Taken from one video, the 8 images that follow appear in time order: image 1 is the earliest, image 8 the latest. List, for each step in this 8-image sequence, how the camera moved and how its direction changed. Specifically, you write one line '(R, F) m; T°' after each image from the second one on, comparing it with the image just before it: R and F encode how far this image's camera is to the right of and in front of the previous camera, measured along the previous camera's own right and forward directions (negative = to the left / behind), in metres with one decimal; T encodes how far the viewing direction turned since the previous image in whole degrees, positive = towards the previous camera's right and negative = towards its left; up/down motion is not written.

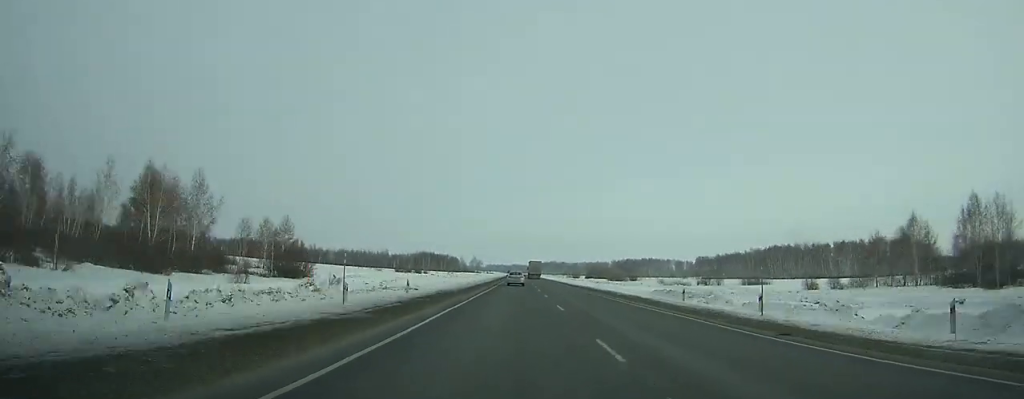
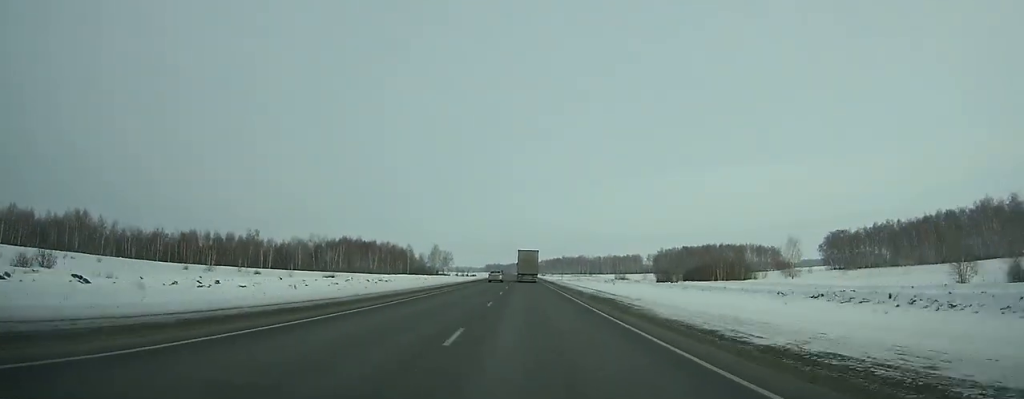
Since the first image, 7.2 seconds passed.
(+0.1, +225.2) m; -1°
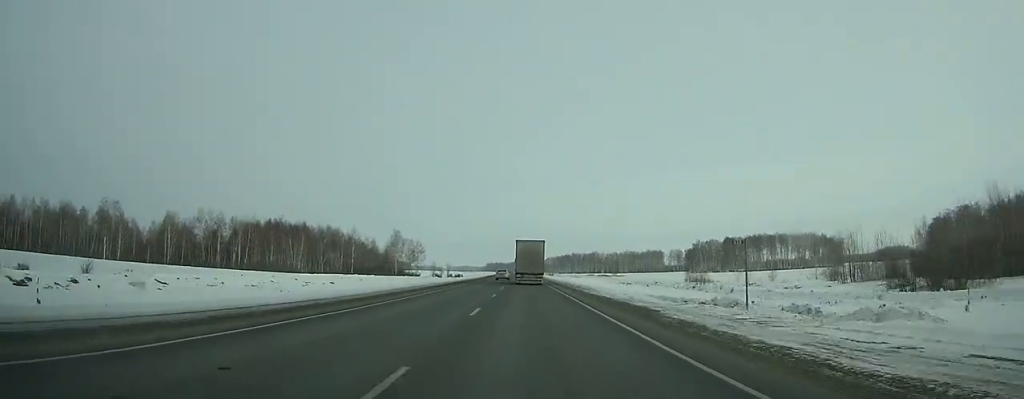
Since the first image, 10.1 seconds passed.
(-0.5, +85.6) m; 0°
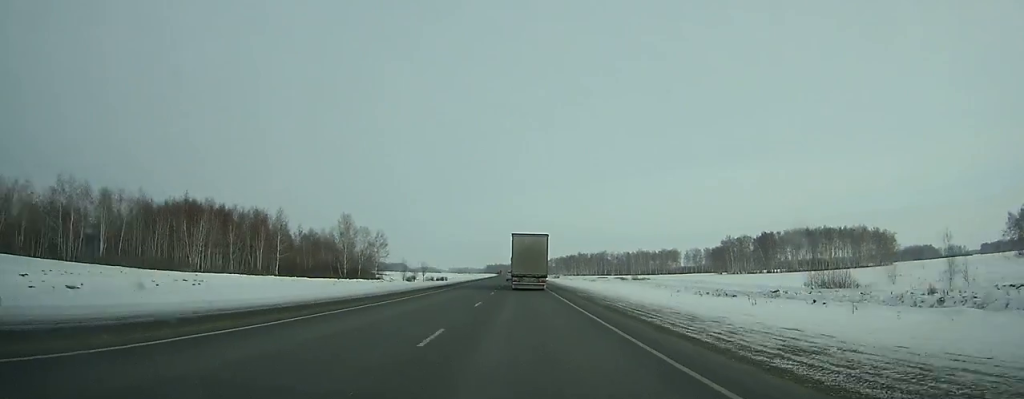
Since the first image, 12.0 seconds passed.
(-0.2, +53.1) m; 0°
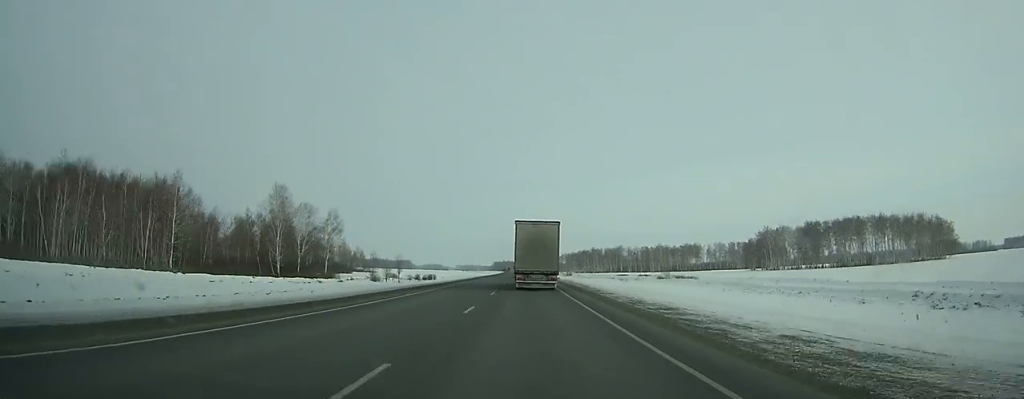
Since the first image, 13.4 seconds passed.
(+0.1, +38.7) m; 0°
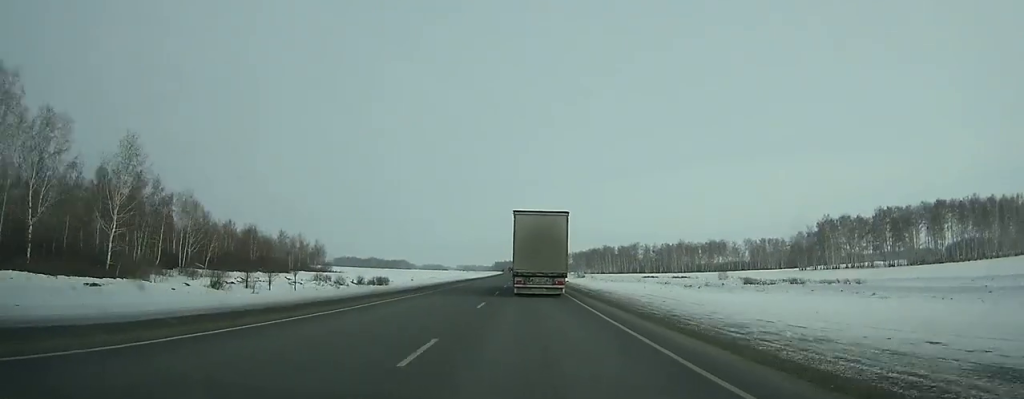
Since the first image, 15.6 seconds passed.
(-0.4, +57.3) m; 0°
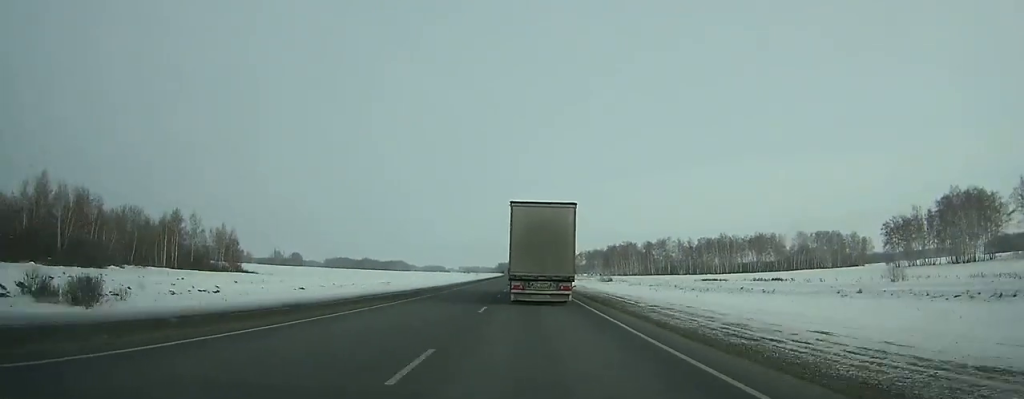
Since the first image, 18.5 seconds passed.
(-0.3, +73.4) m; 0°
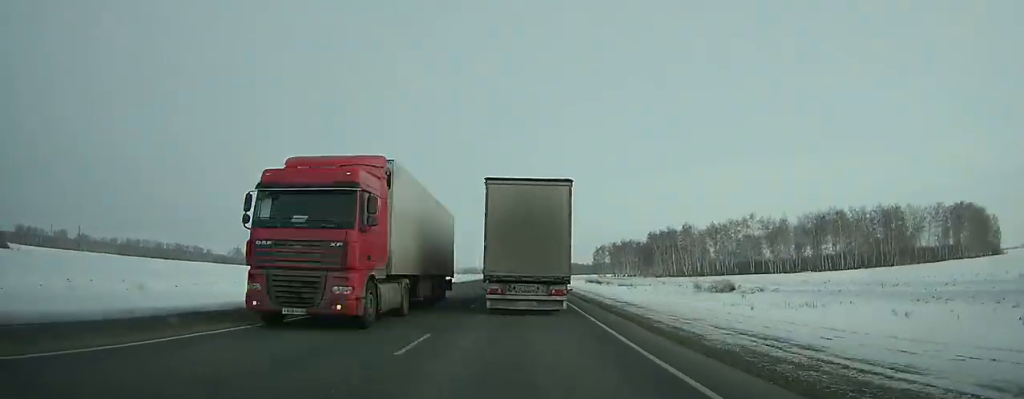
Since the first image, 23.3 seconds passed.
(-1.3, +120.6) m; -2°
